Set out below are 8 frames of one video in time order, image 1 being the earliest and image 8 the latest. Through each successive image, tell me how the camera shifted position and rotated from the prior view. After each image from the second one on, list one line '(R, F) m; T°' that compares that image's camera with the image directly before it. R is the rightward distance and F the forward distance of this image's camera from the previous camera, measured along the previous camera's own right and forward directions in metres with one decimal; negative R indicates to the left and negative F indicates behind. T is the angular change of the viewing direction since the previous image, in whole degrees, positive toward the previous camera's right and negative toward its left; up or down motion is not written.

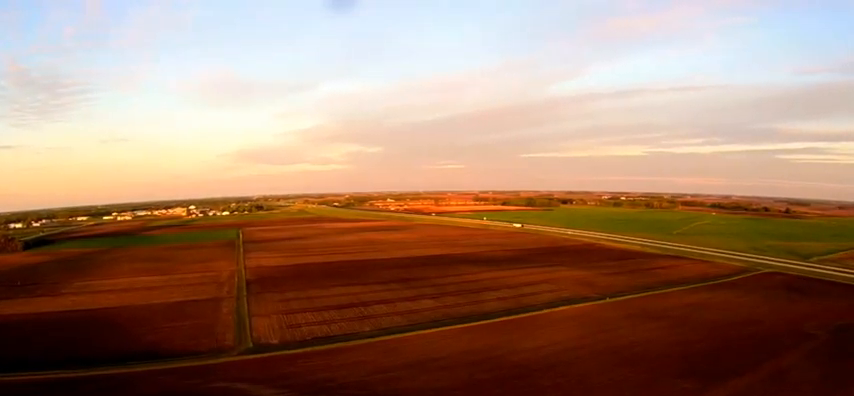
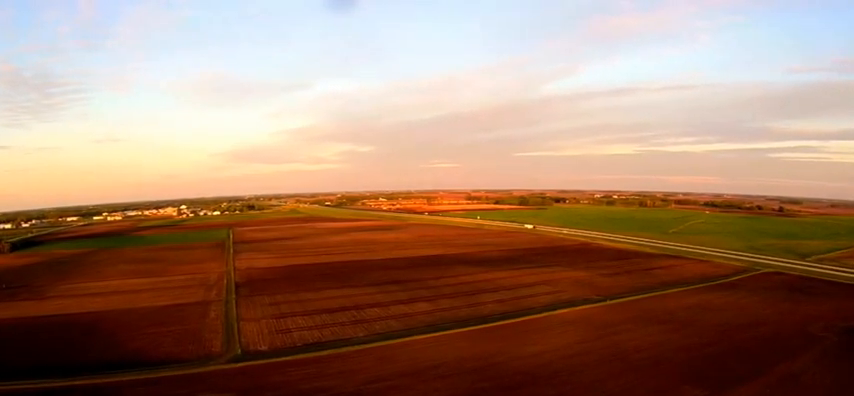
(+0.2, +7.8) m; +2°
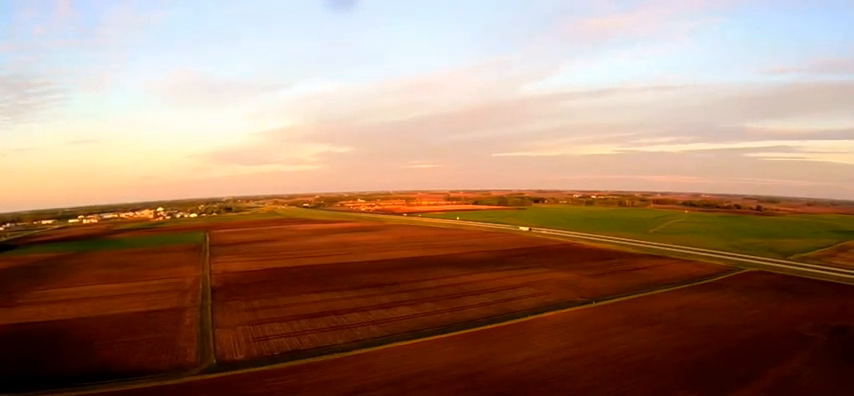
(+0.1, +6.5) m; +2°
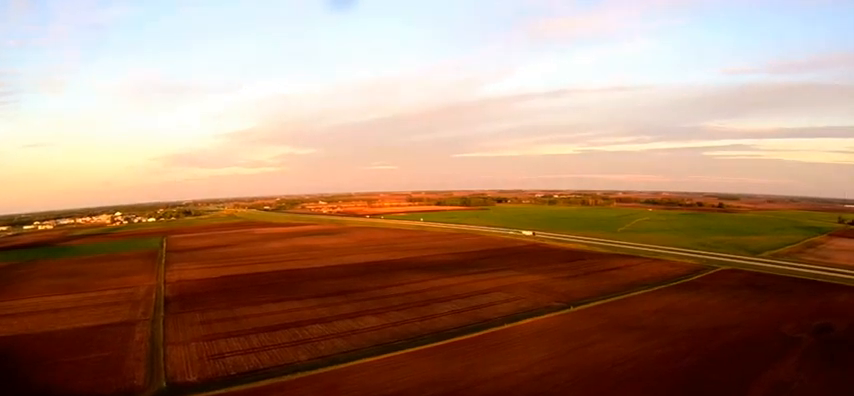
(+0.1, +14.6) m; 0°
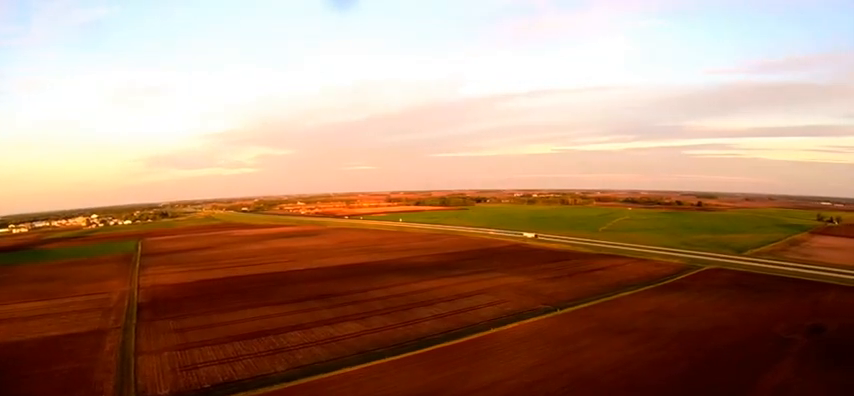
(0.0, +7.4) m; 0°
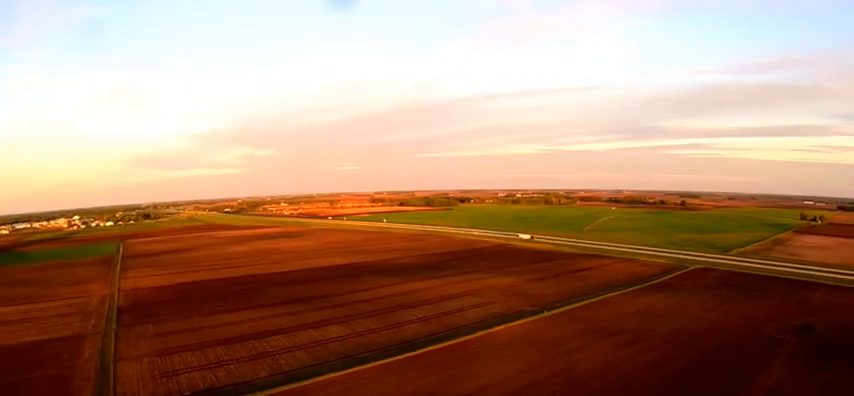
(0.0, +3.6) m; 0°
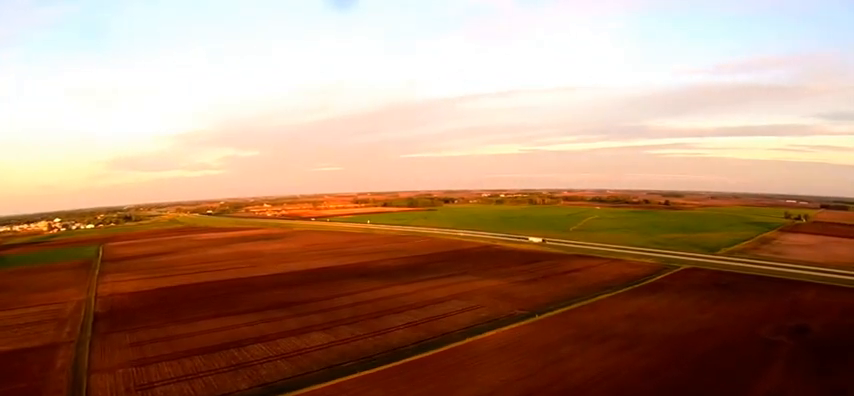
(-0.1, +7.5) m; -3°
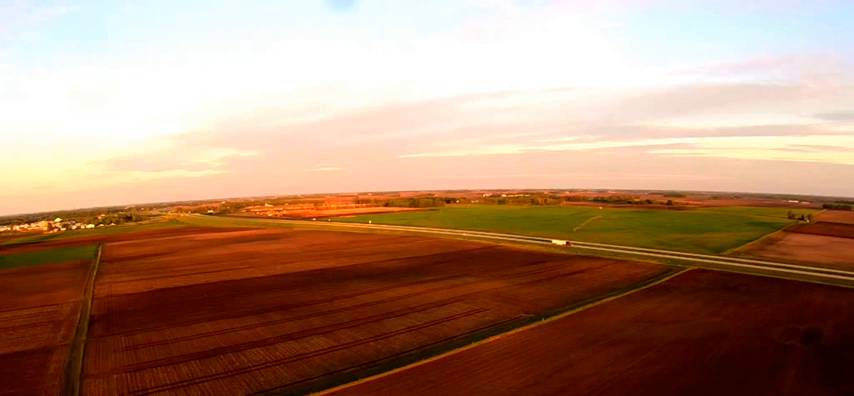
(-0.1, +5.6) m; -4°
